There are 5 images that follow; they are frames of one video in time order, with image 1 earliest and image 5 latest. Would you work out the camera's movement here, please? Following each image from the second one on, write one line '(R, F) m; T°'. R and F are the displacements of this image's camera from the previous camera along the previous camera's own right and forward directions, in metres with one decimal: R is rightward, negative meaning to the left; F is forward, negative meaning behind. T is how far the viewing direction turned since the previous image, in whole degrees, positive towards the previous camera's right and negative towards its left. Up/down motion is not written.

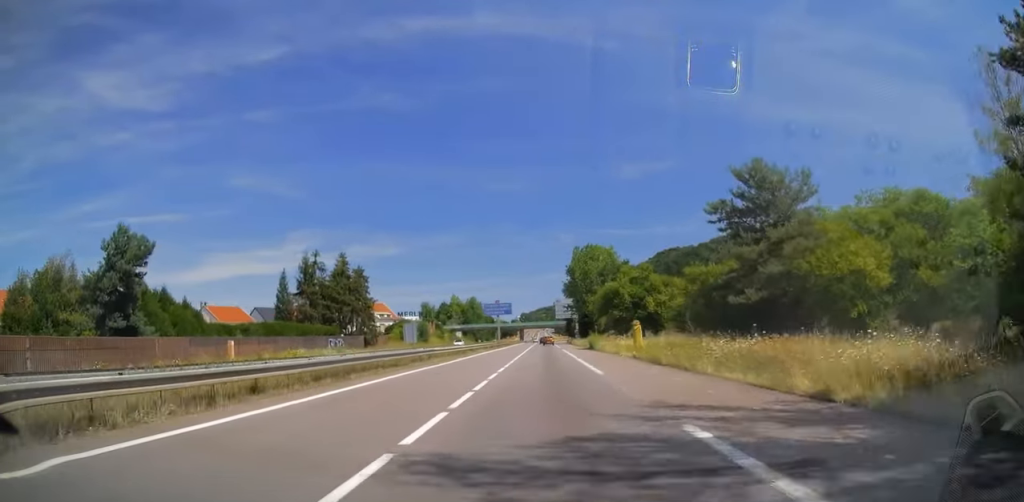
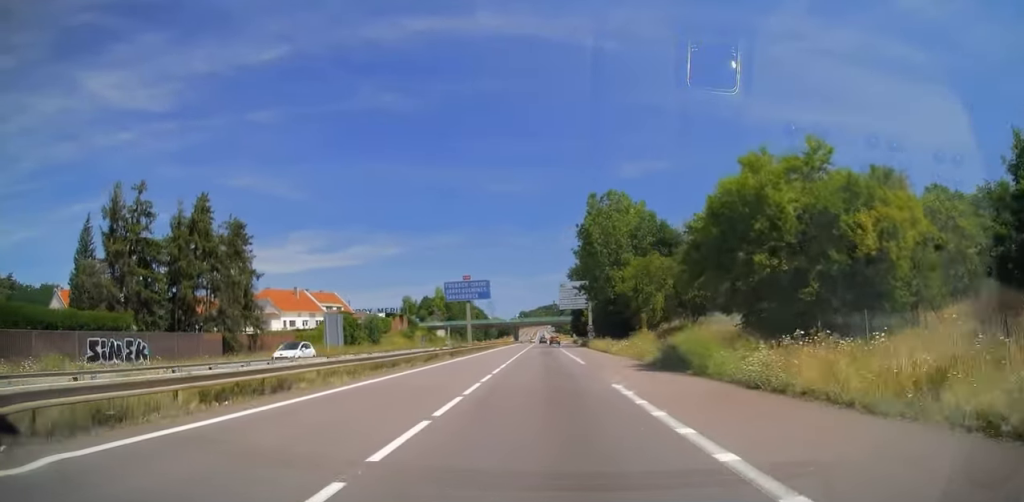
(0.0, +41.2) m; -1°
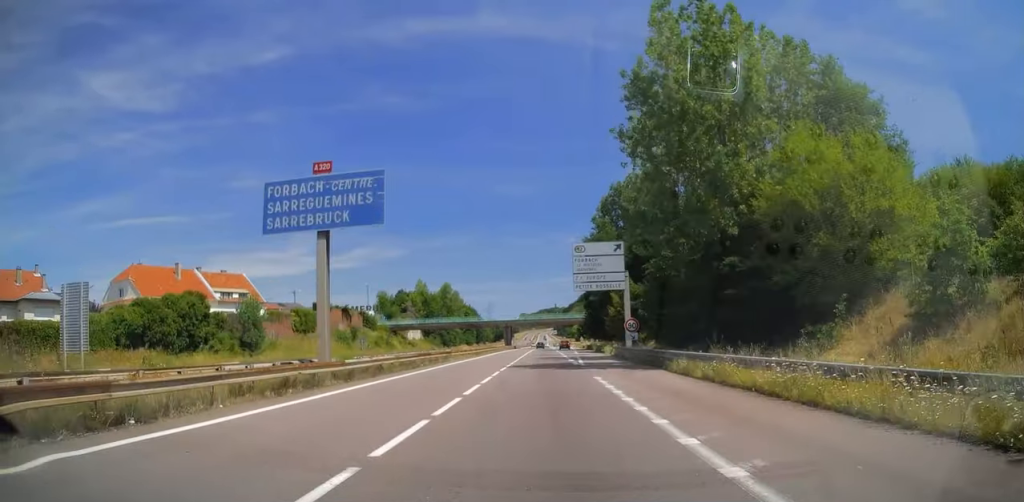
(-0.1, +43.7) m; 0°
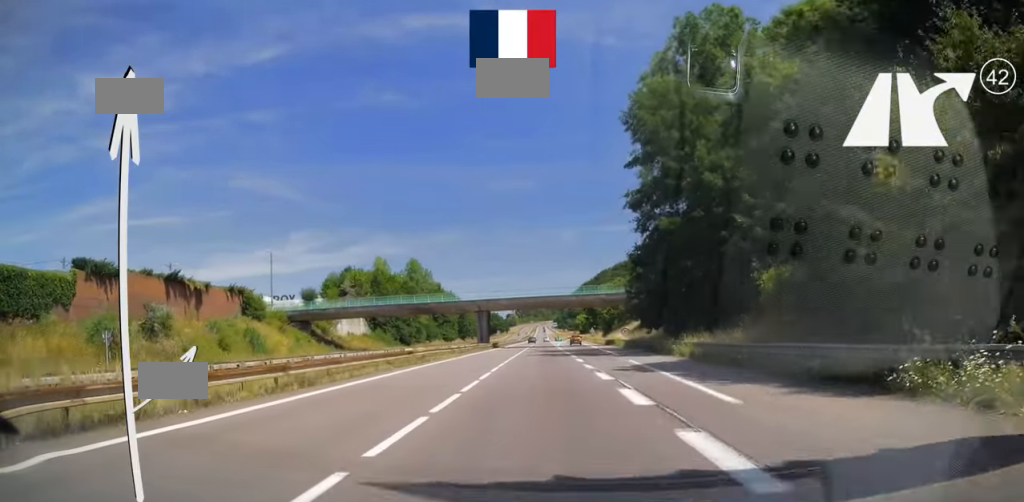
(0.0, +52.5) m; -1°
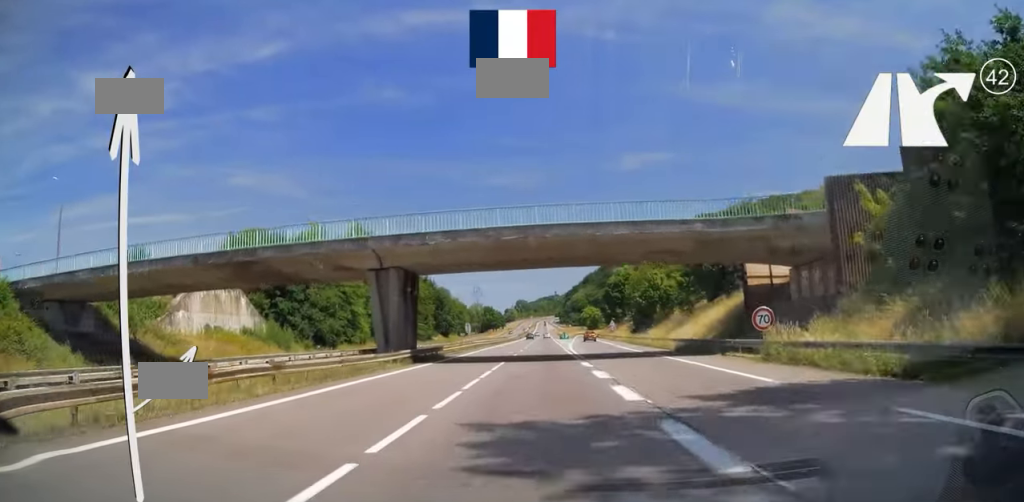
(-0.1, +47.7) m; 0°
